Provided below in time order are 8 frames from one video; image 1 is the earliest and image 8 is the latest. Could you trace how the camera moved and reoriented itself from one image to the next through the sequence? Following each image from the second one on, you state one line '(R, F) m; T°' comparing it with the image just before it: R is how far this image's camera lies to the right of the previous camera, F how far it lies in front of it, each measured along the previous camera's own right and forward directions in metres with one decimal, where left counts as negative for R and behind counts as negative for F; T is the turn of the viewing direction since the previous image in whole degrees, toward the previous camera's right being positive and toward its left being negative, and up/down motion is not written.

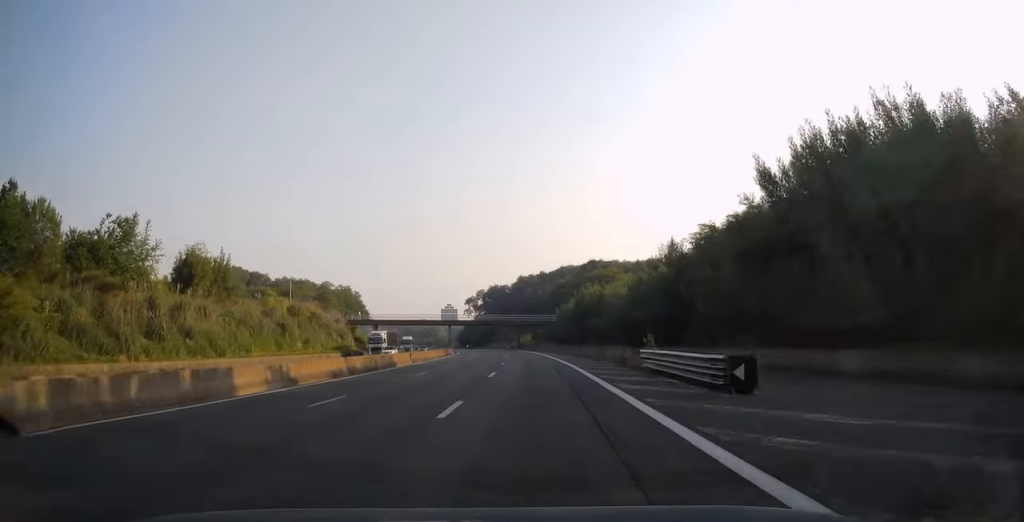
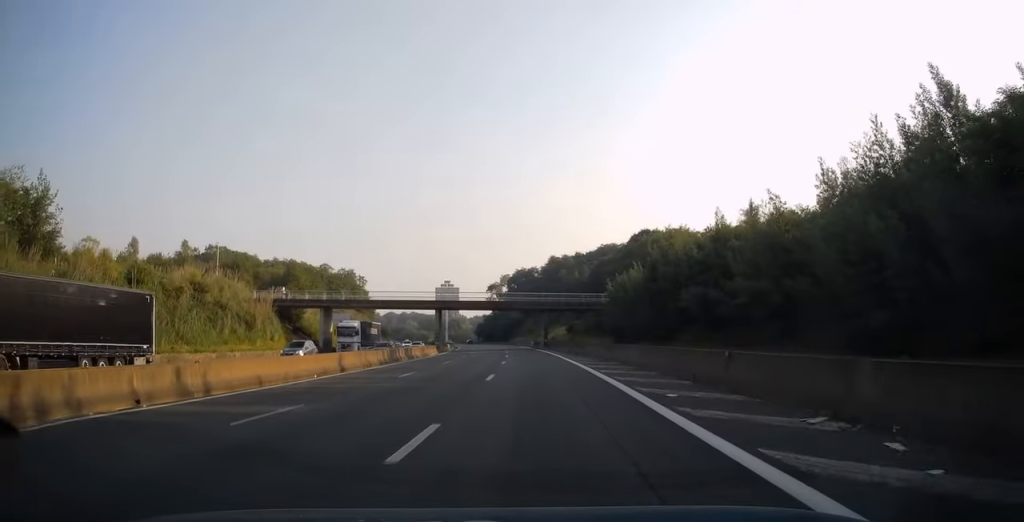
(-1.0, +43.1) m; -3°
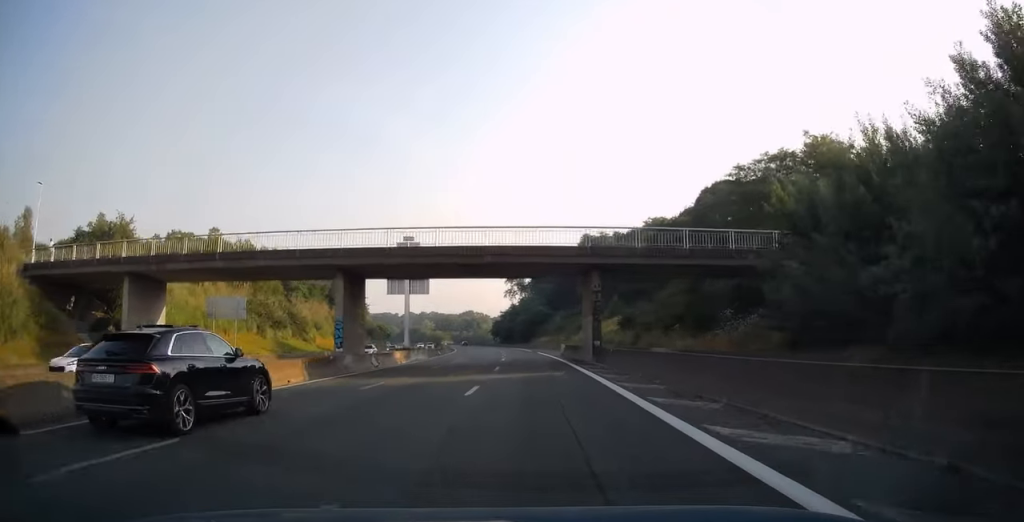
(-1.1, +43.6) m; -3°
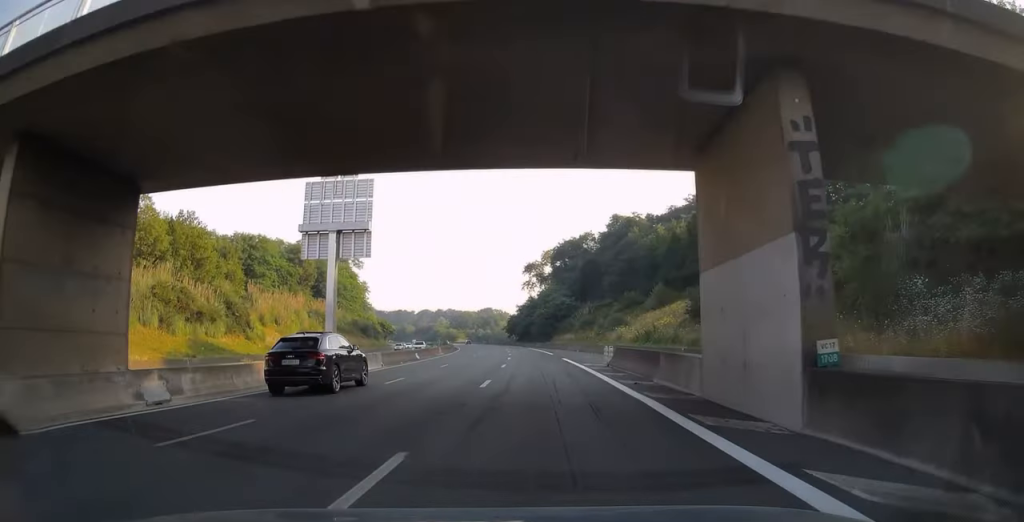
(-0.4, +23.6) m; -2°
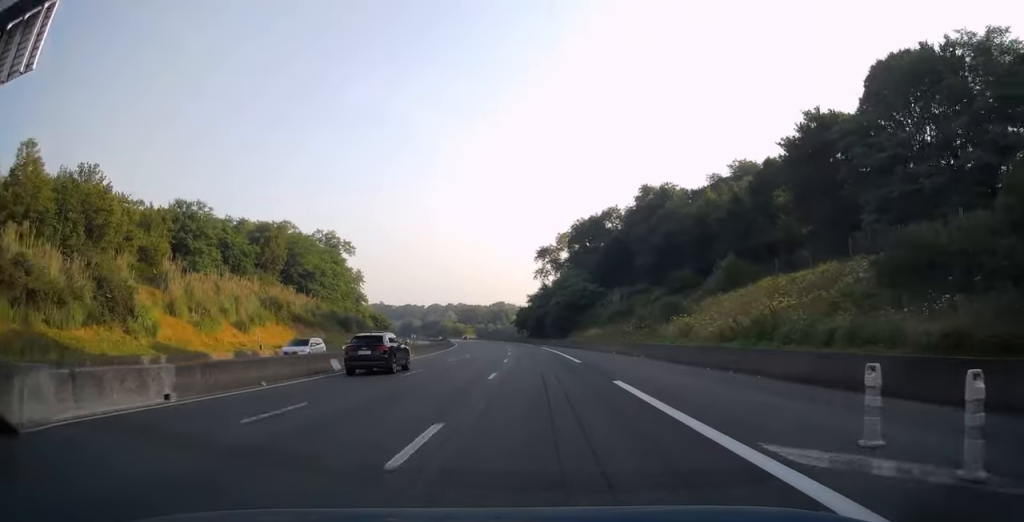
(-0.4, +23.7) m; -2°
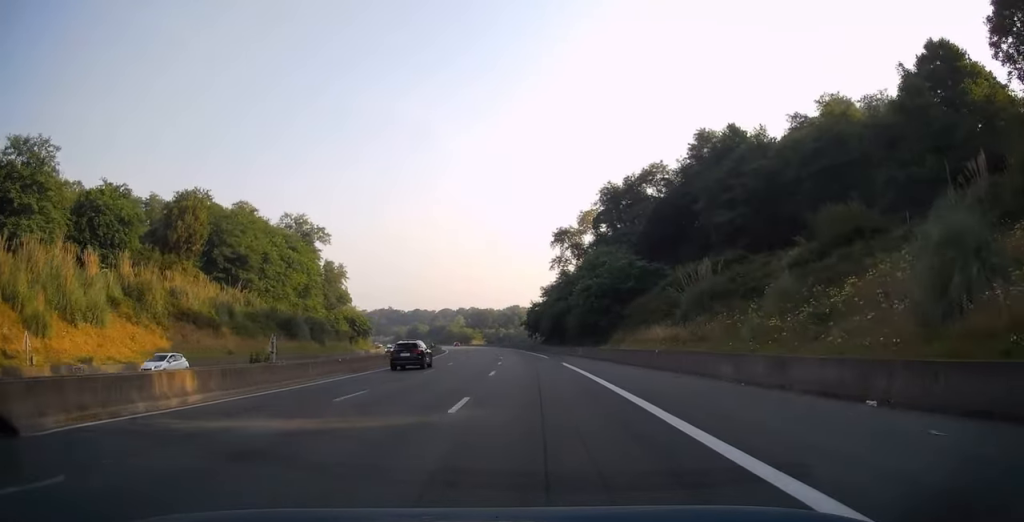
(-0.6, +33.7) m; -2°
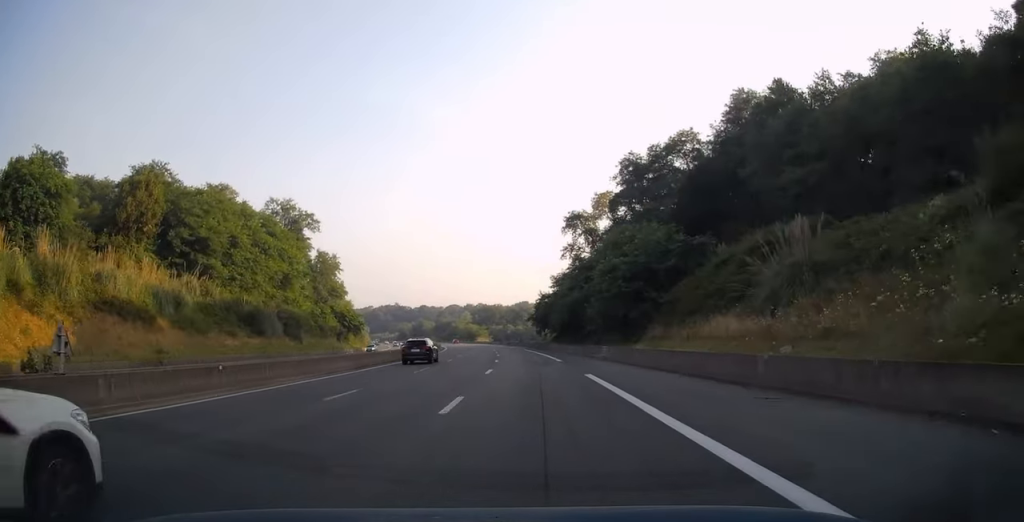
(+0.1, +13.4) m; -1°
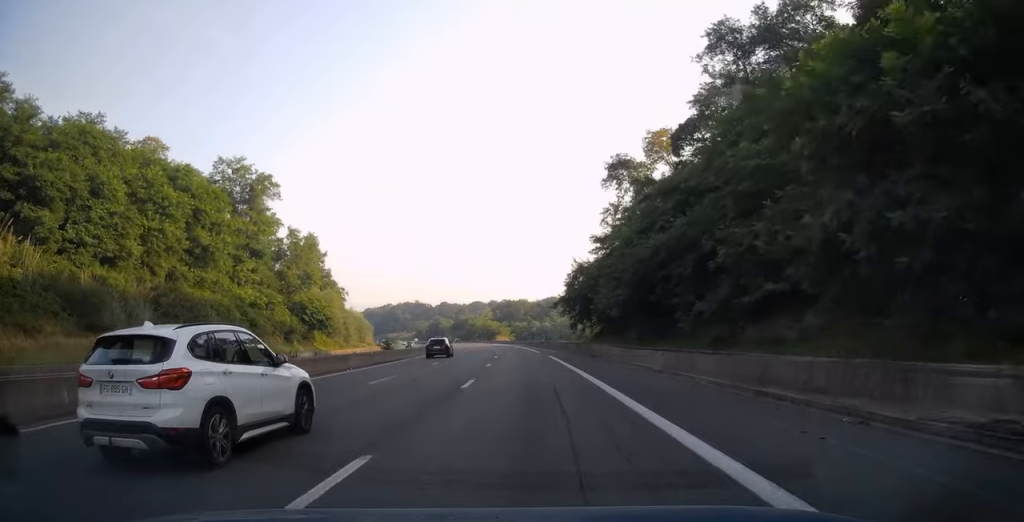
(-0.8, +33.5) m; -2°
